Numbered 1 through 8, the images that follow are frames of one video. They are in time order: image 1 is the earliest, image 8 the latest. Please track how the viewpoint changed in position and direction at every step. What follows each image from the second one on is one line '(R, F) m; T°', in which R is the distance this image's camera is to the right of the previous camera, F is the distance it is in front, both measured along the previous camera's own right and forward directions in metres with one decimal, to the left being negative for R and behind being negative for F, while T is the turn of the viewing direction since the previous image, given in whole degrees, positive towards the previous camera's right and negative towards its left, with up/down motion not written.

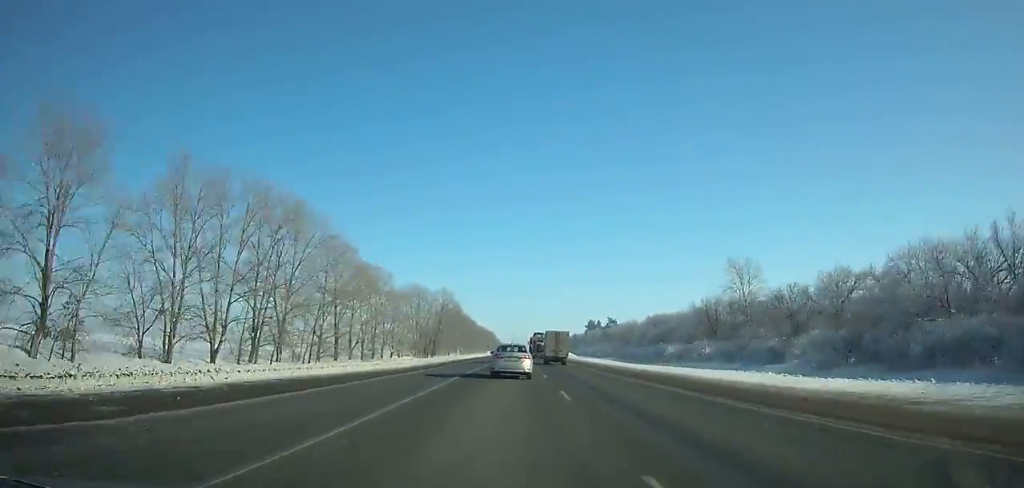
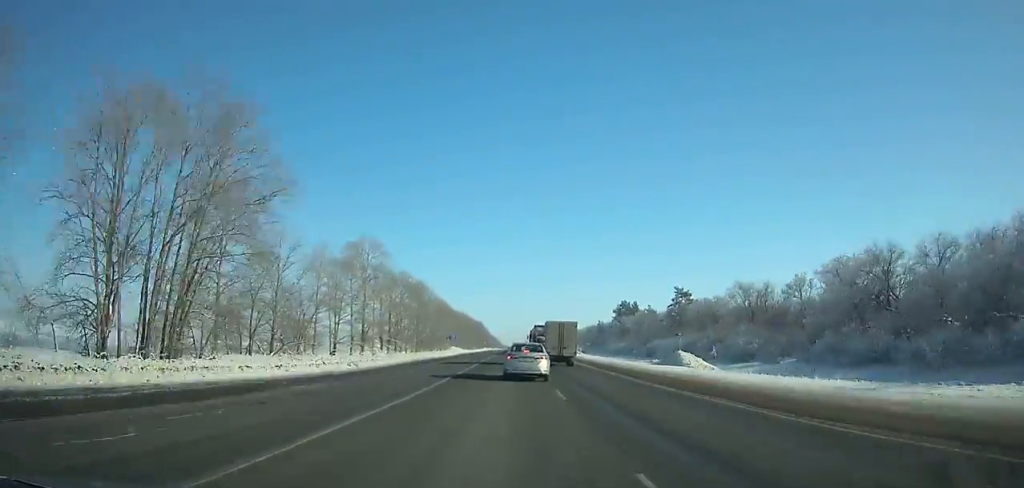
(+0.5, +101.7) m; +1°
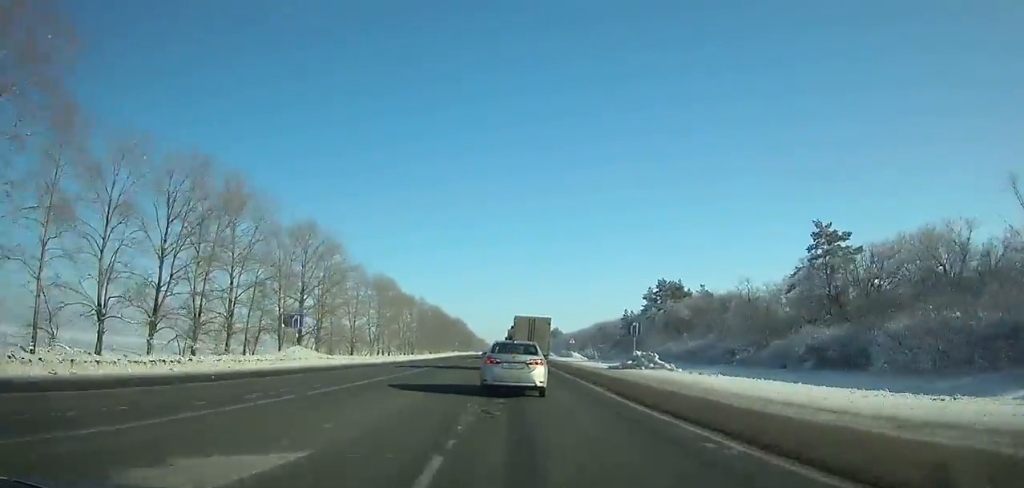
(+0.7, +66.0) m; 0°
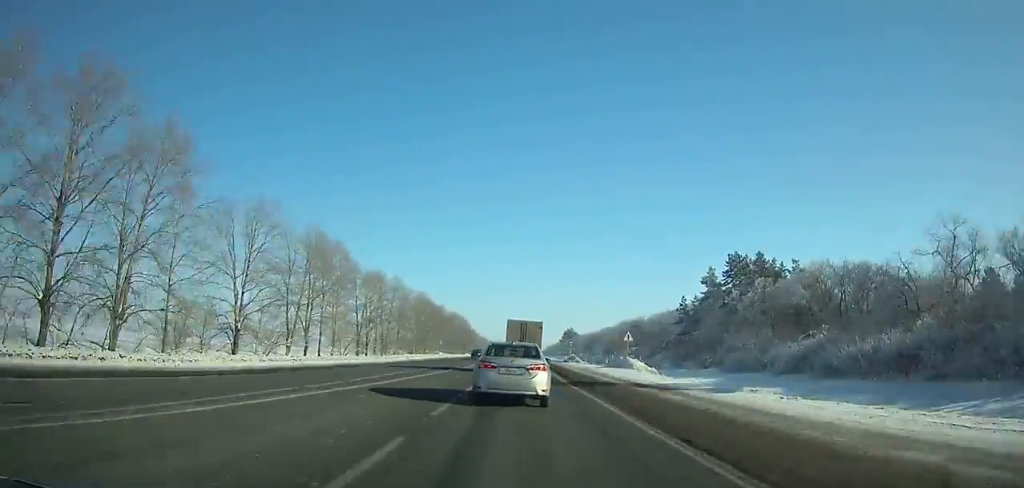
(-0.4, +43.1) m; 0°
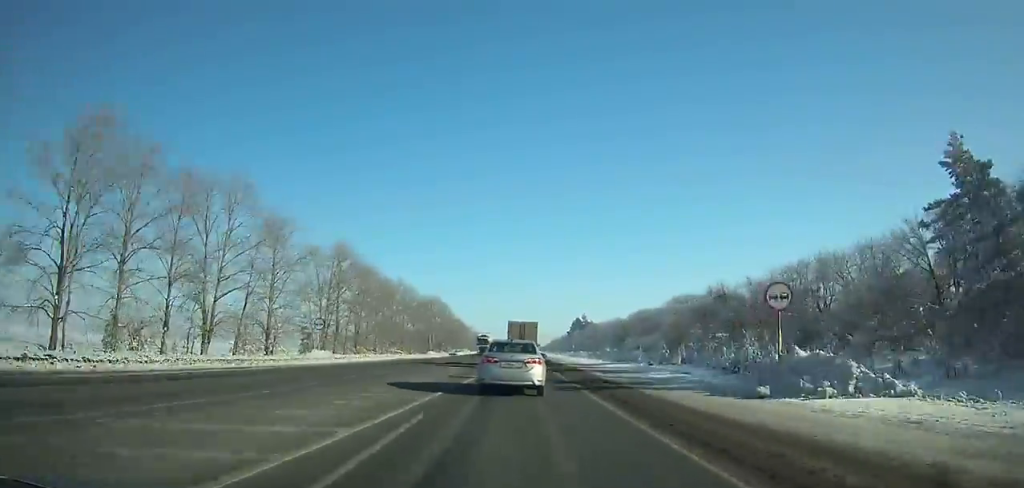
(-0.2, +70.2) m; -1°
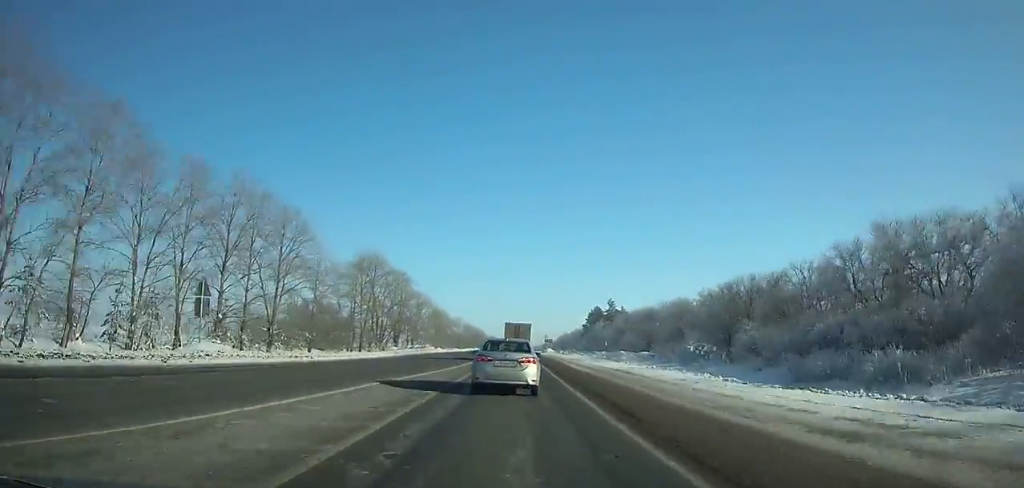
(-0.5, +72.7) m; 0°
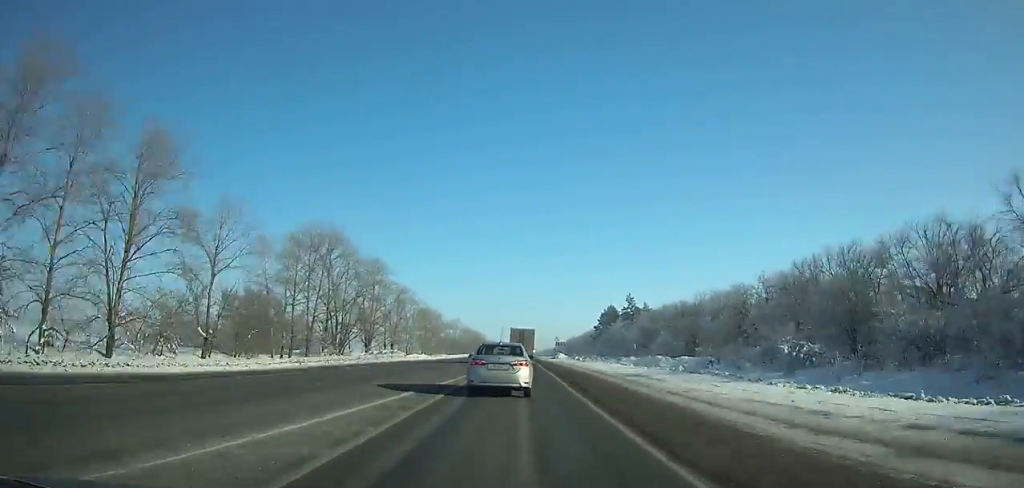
(0.0, +27.8) m; 0°
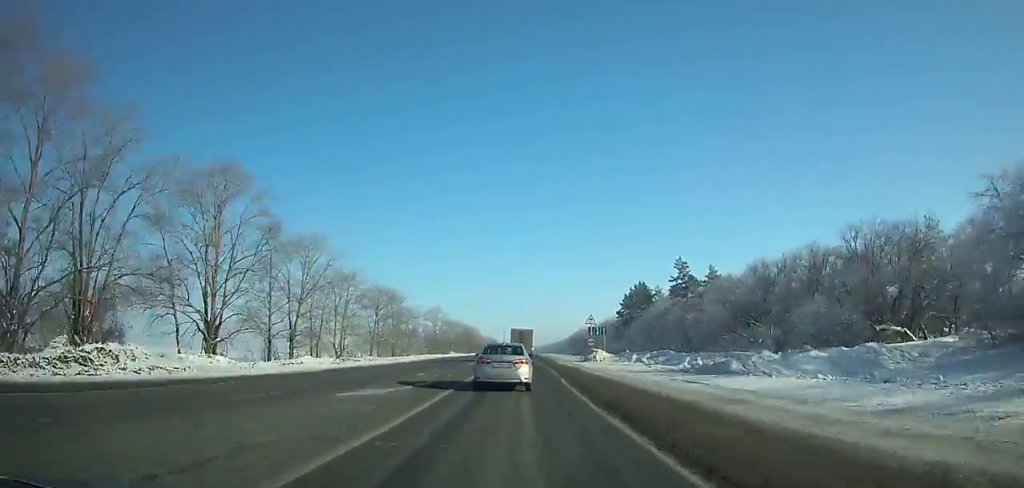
(0.0, +54.1) m; 0°
